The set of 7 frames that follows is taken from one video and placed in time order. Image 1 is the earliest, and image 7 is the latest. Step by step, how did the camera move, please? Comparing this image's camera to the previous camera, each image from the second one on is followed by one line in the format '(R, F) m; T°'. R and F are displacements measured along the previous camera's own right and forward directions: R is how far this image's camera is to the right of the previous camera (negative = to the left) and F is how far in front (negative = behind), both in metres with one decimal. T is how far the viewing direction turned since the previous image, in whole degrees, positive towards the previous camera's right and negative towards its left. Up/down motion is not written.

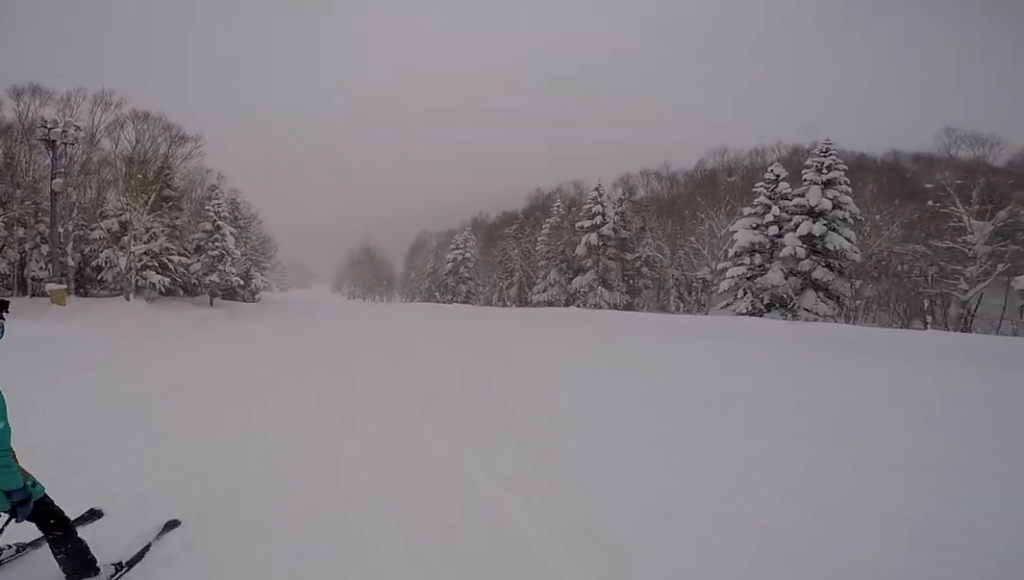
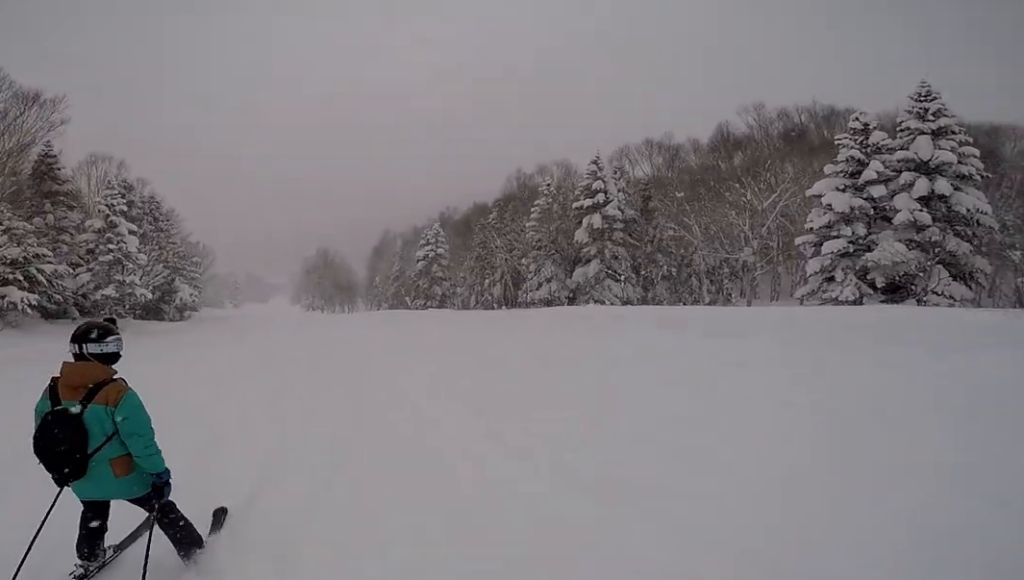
(-0.1, +8.8) m; -2°
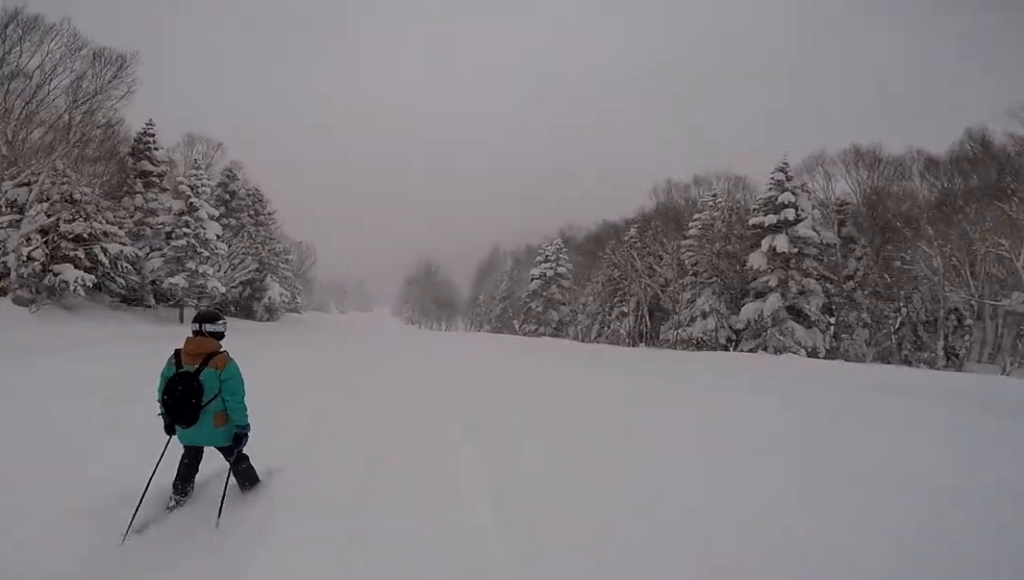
(-0.1, +6.0) m; -4°
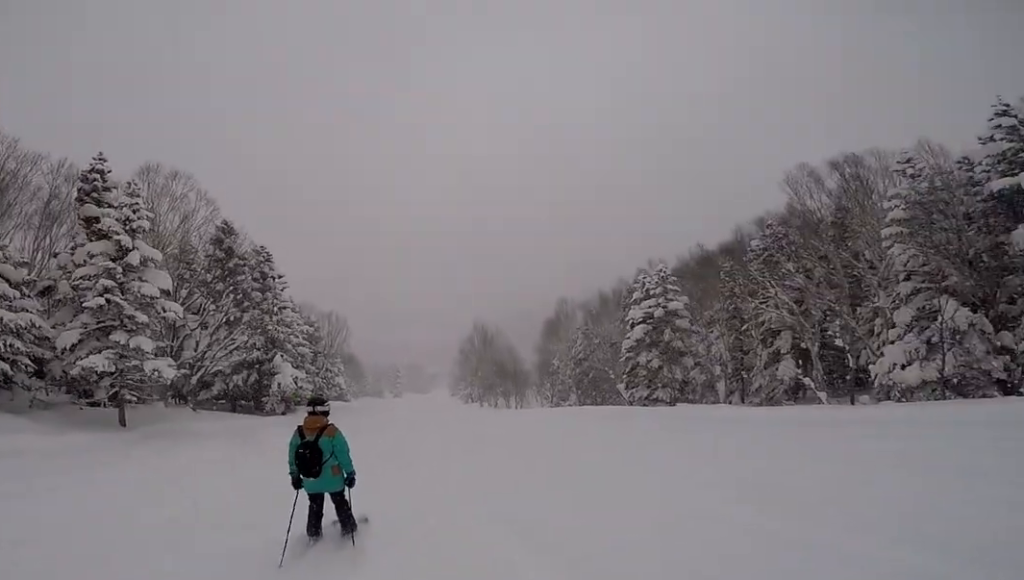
(-0.8, +10.7) m; -10°
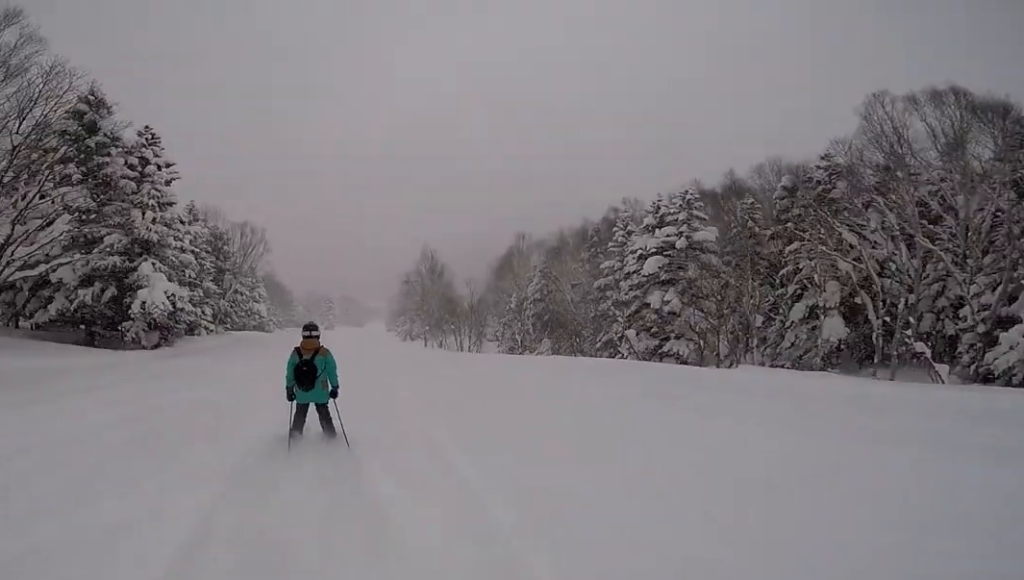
(-0.6, +8.7) m; +1°
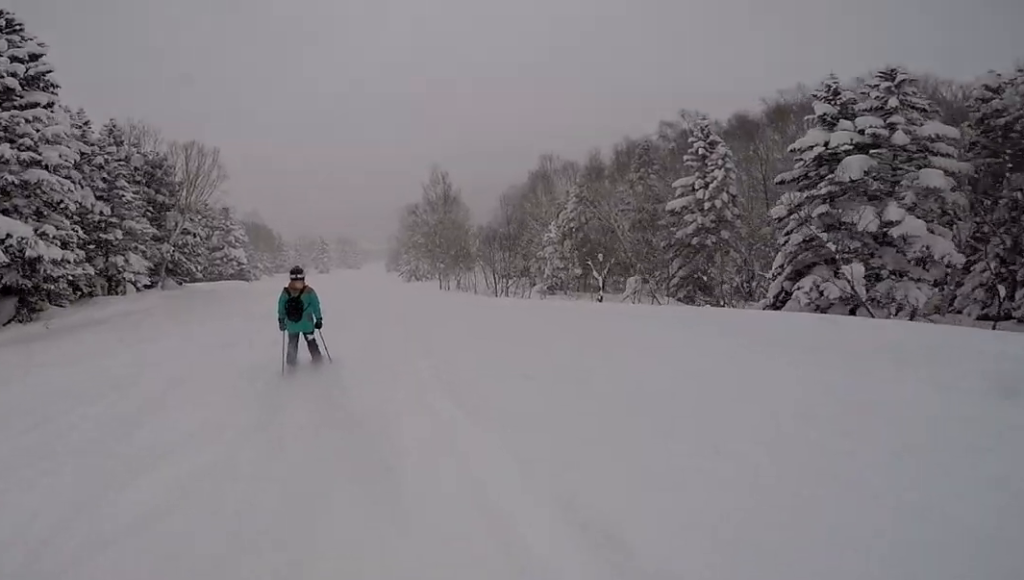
(+0.9, +9.6) m; +4°
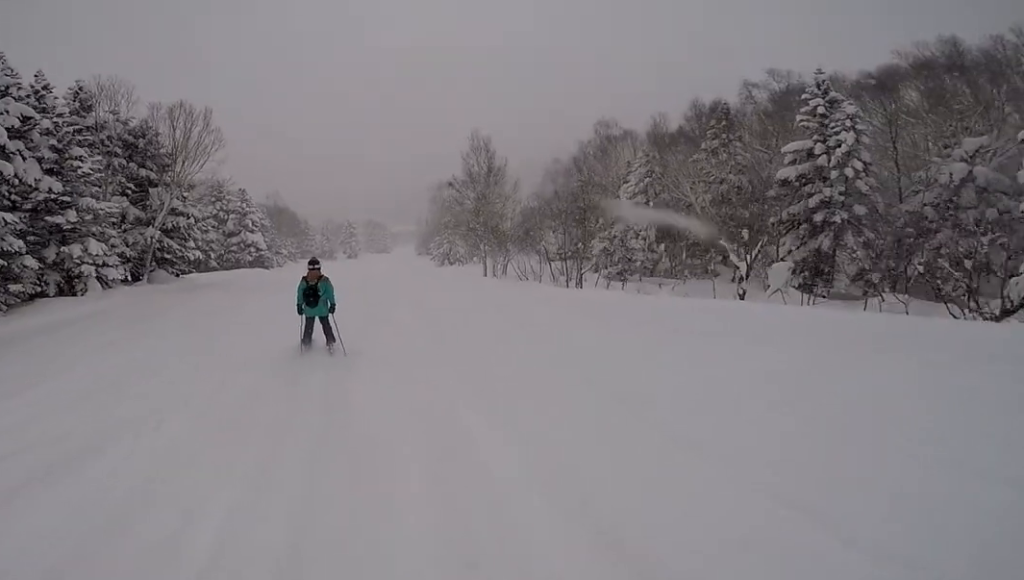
(-0.1, +5.8) m; -3°
